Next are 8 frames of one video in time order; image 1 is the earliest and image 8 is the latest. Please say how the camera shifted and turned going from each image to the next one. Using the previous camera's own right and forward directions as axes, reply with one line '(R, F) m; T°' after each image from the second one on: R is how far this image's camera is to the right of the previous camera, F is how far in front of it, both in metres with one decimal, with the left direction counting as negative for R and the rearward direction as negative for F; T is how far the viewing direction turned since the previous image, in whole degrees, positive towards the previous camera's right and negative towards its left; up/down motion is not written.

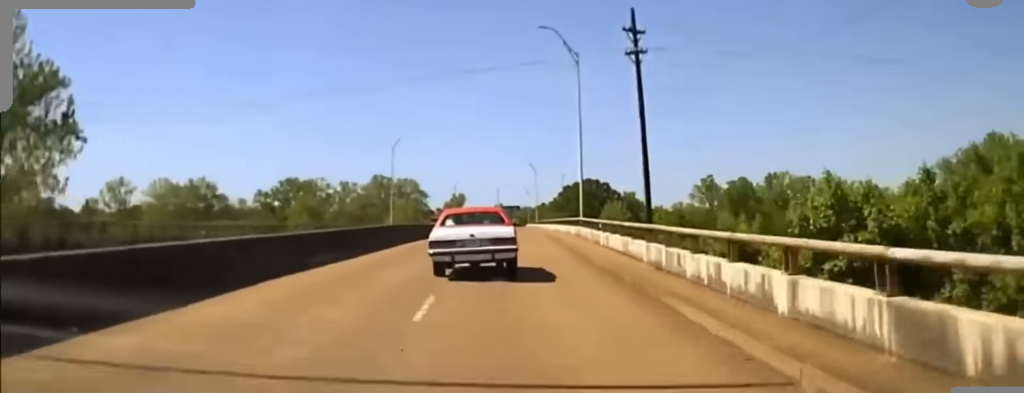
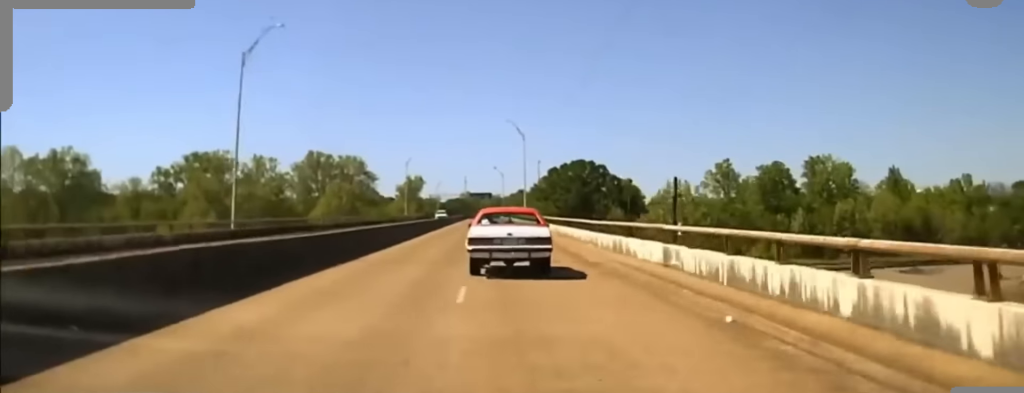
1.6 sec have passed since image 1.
(+2.4, +71.4) m; +3°
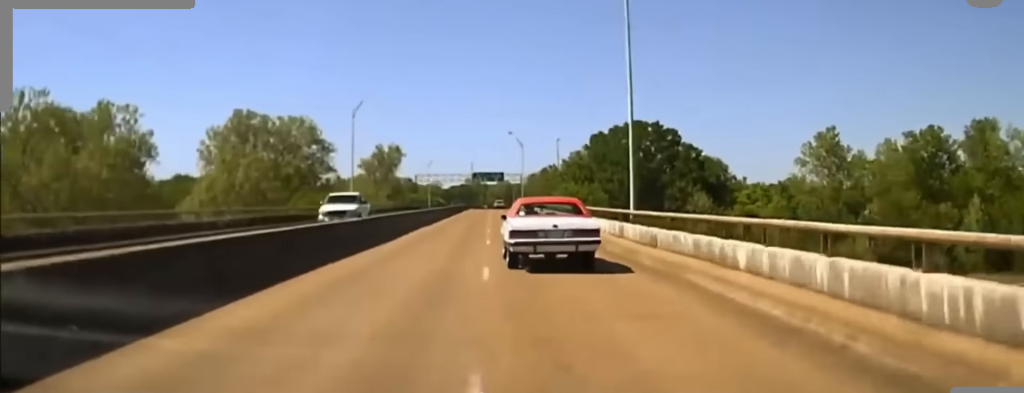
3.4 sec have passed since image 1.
(+0.6, +60.8) m; 0°
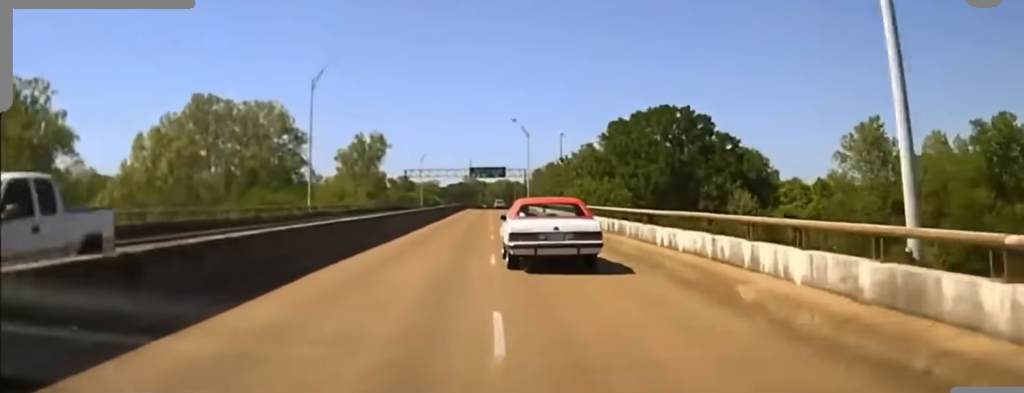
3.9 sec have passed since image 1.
(0.0, +18.2) m; 0°
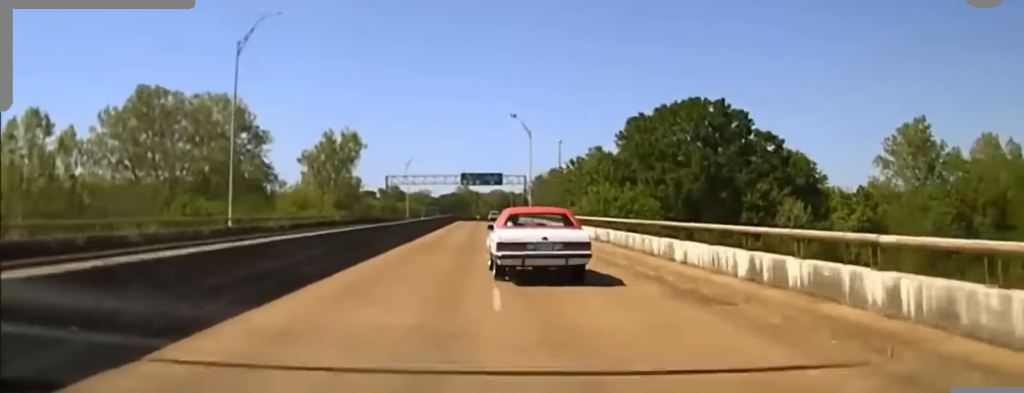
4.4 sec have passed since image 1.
(0.0, +16.6) m; 0°
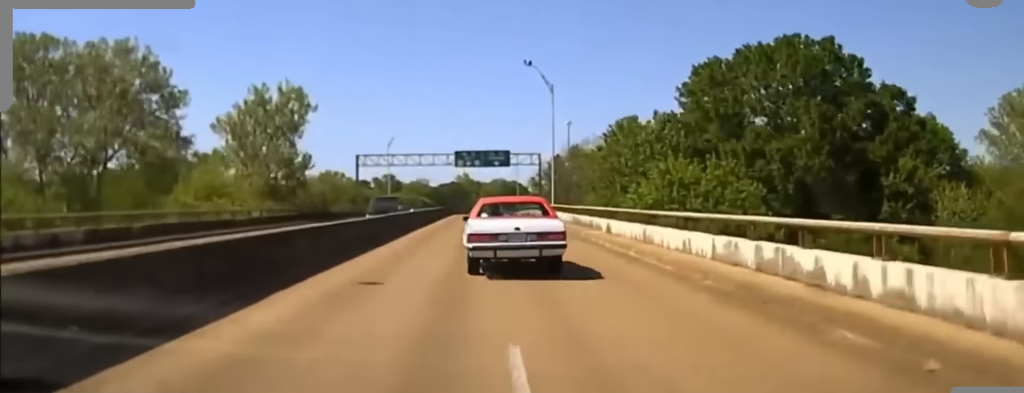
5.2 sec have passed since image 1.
(+0.1, +28.9) m; 0°
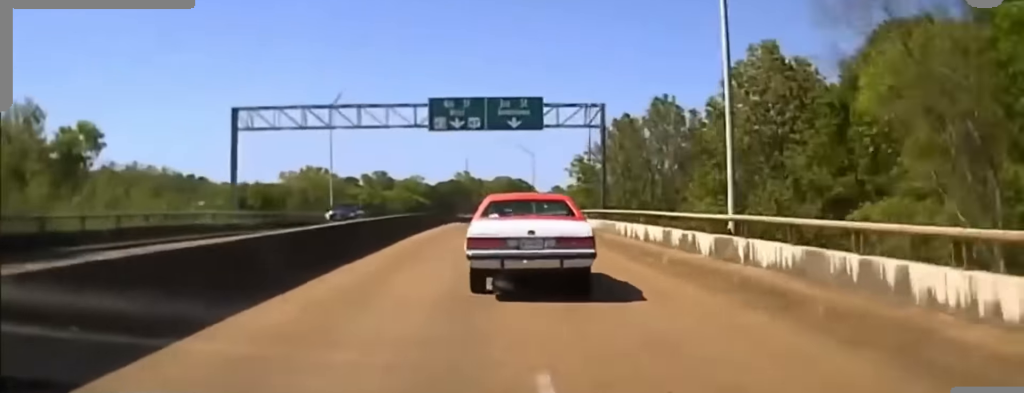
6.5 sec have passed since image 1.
(-0.2, +52.5) m; 0°
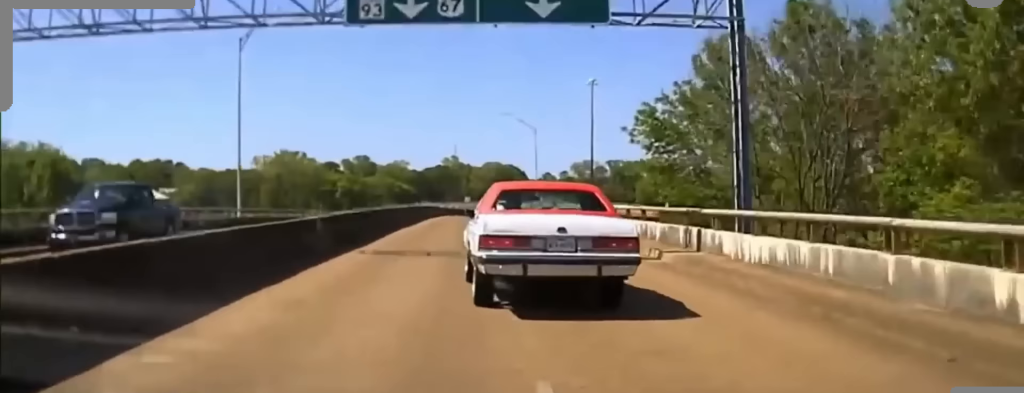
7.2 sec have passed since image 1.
(+0.1, +33.1) m; 0°
